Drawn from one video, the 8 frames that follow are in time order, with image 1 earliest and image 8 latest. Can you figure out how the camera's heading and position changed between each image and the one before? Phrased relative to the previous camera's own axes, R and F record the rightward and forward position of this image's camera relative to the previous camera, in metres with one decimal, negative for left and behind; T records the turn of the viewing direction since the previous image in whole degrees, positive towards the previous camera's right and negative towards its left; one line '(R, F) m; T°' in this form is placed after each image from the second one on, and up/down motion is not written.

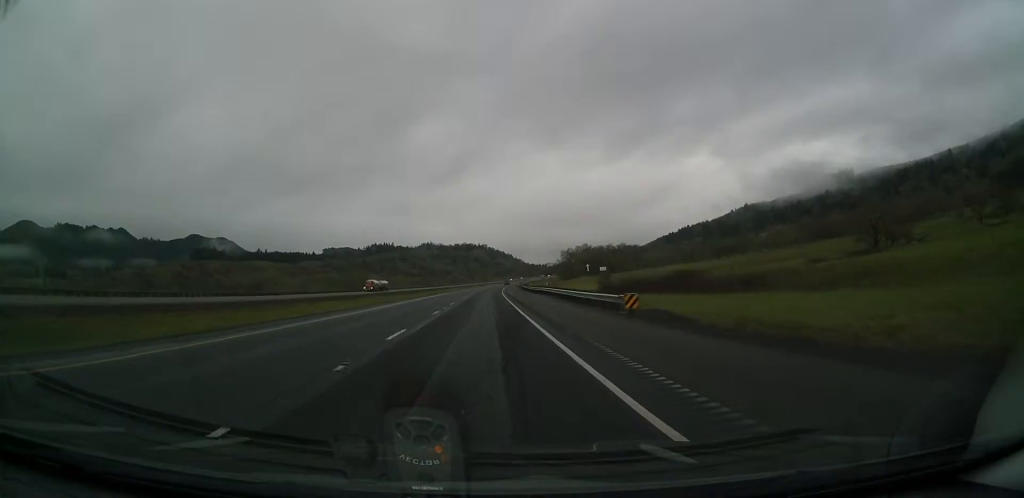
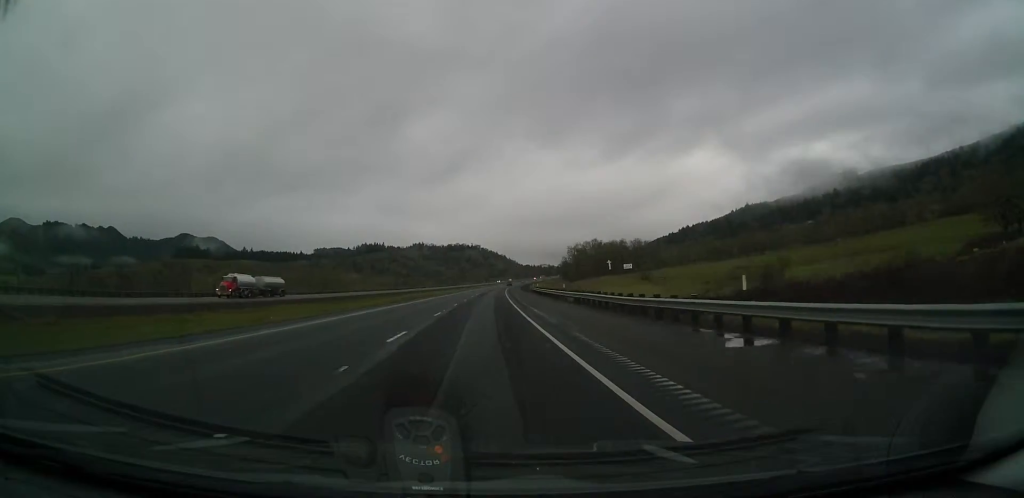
(+0.5, +48.8) m; +1°
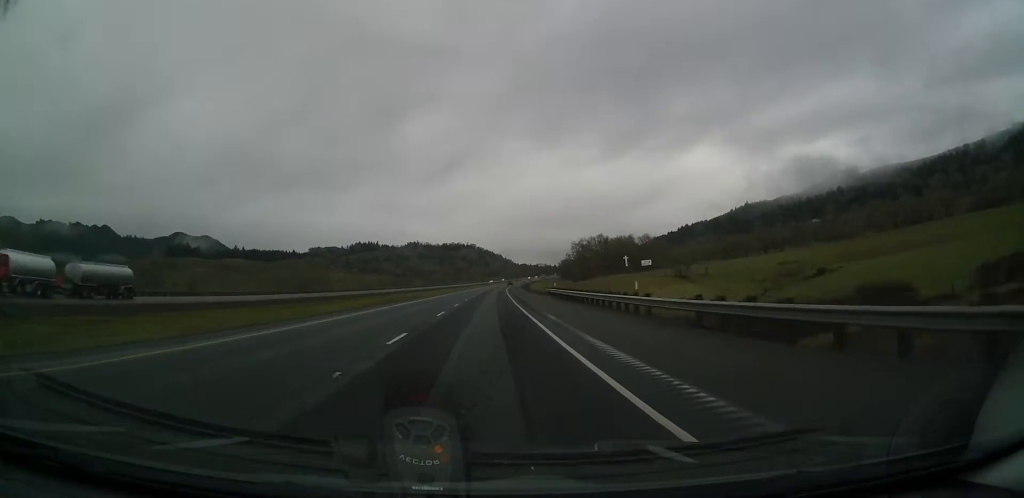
(0.0, +25.0) m; 0°
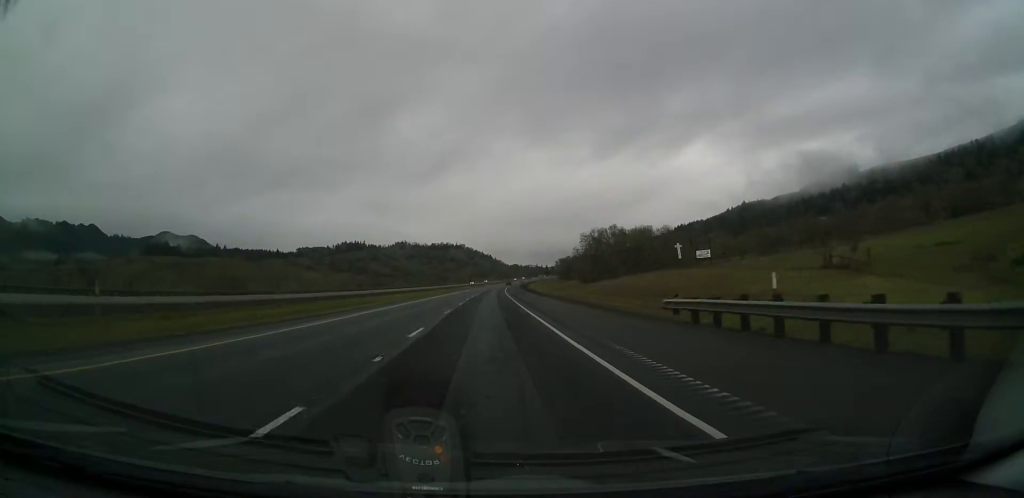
(+0.3, +46.7) m; +1°
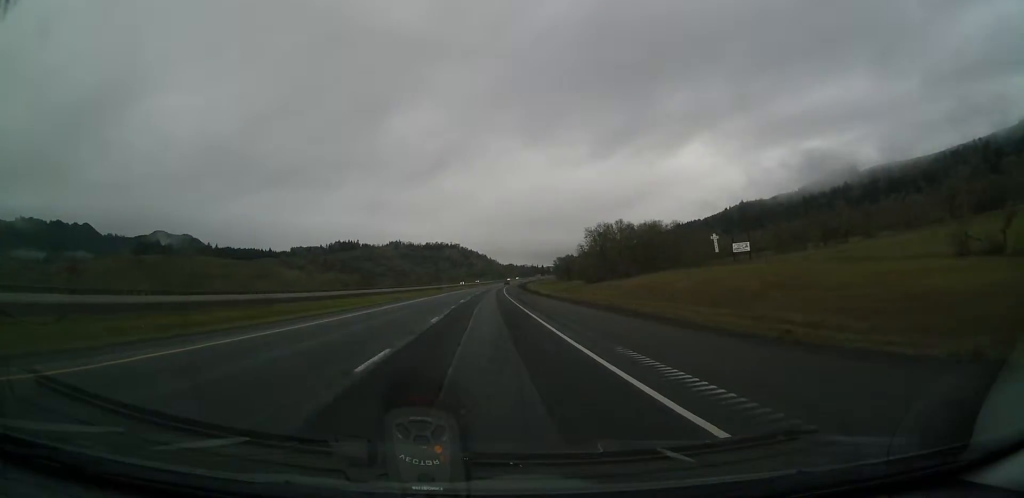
(+0.1, +18.5) m; +1°
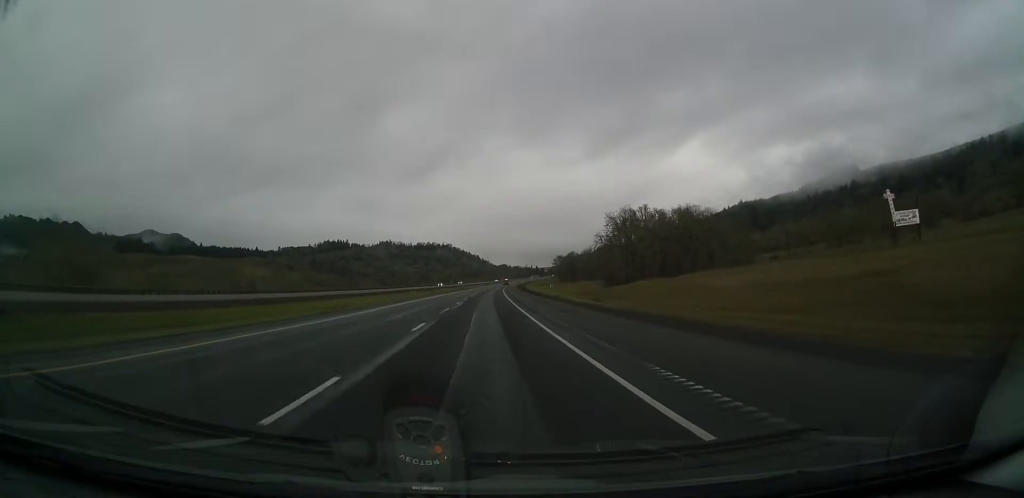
(+0.3, +40.2) m; +1°
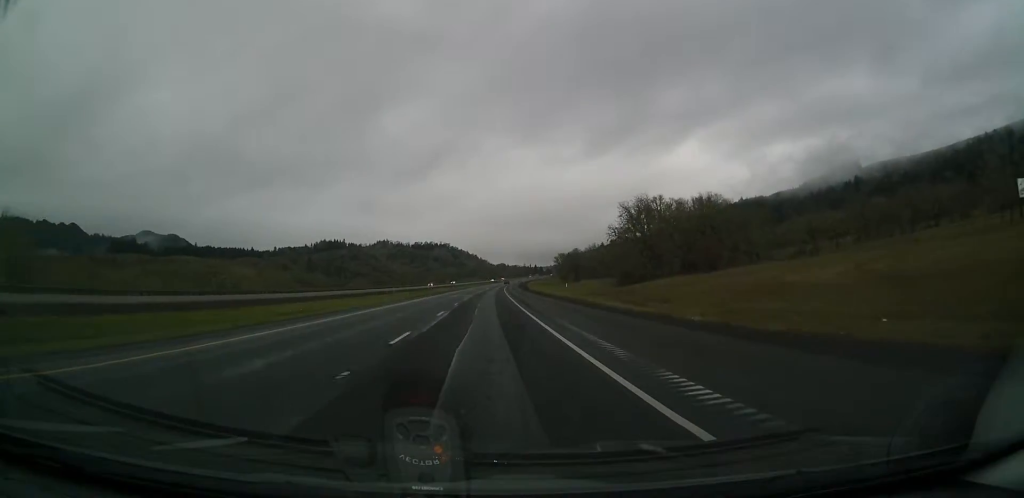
(-0.1, +16.3) m; 0°
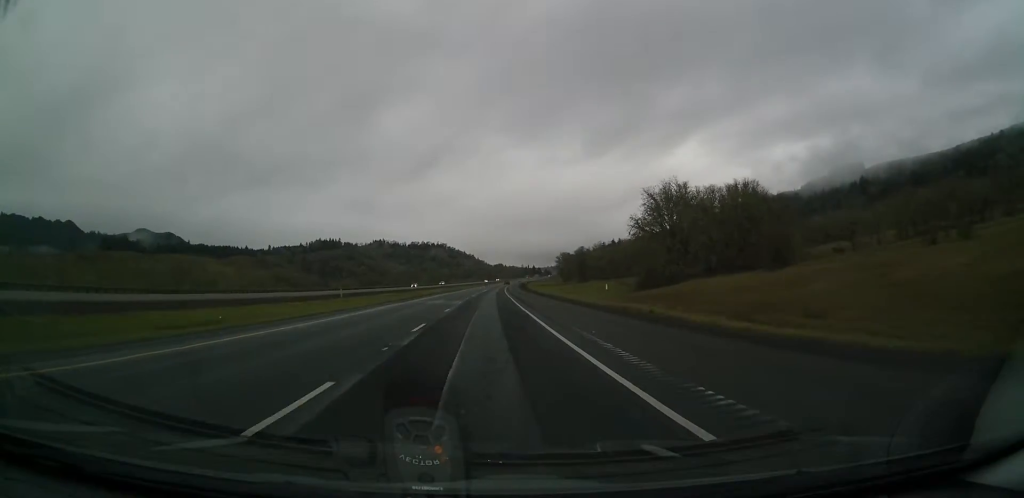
(+0.2, +20.6) m; 0°
